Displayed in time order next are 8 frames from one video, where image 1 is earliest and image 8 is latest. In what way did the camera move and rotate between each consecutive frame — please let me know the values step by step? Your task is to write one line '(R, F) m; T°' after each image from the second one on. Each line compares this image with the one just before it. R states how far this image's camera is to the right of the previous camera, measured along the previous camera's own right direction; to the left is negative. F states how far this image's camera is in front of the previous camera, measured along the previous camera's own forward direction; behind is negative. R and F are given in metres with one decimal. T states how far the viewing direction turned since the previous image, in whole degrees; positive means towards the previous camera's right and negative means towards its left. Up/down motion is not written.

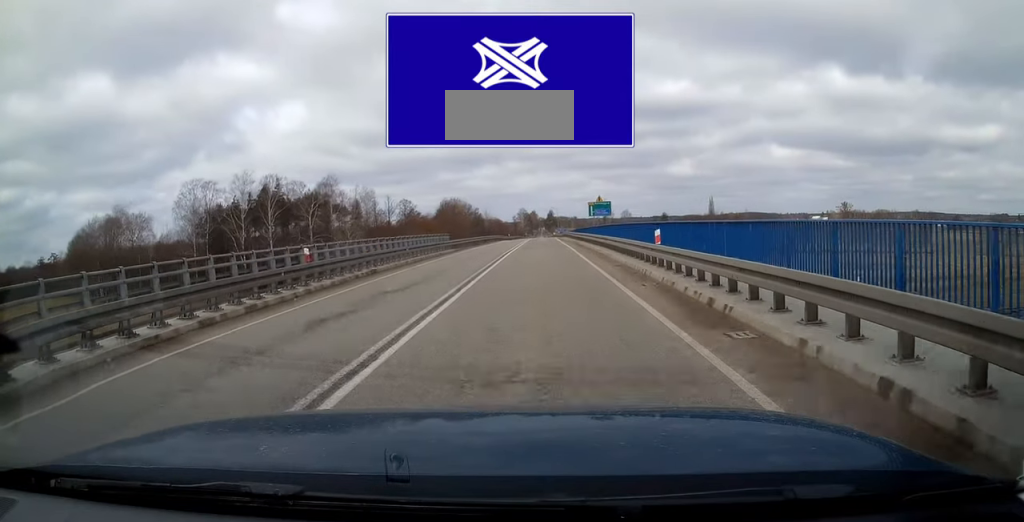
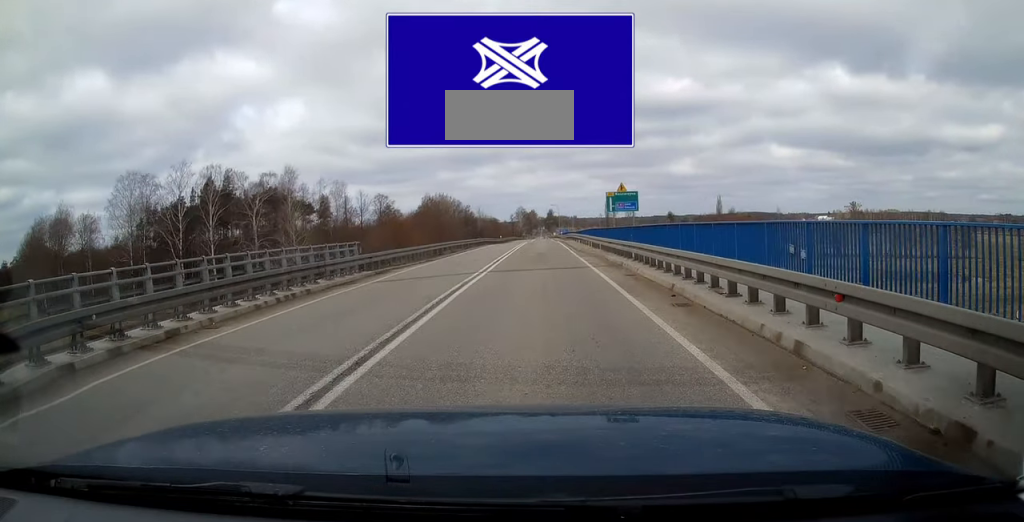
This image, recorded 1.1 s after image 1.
(-0.2, +21.2) m; 0°
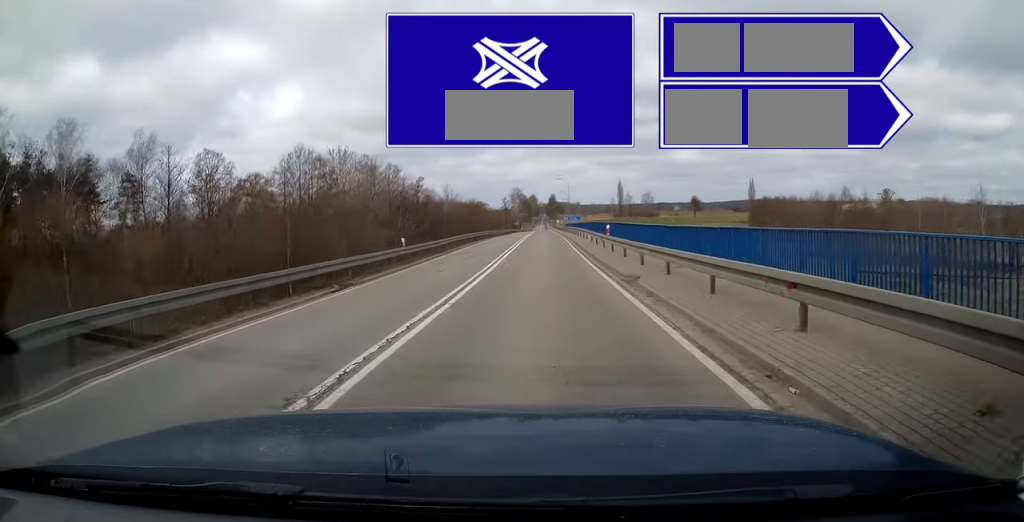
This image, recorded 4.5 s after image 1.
(+0.4, +66.7) m; +1°
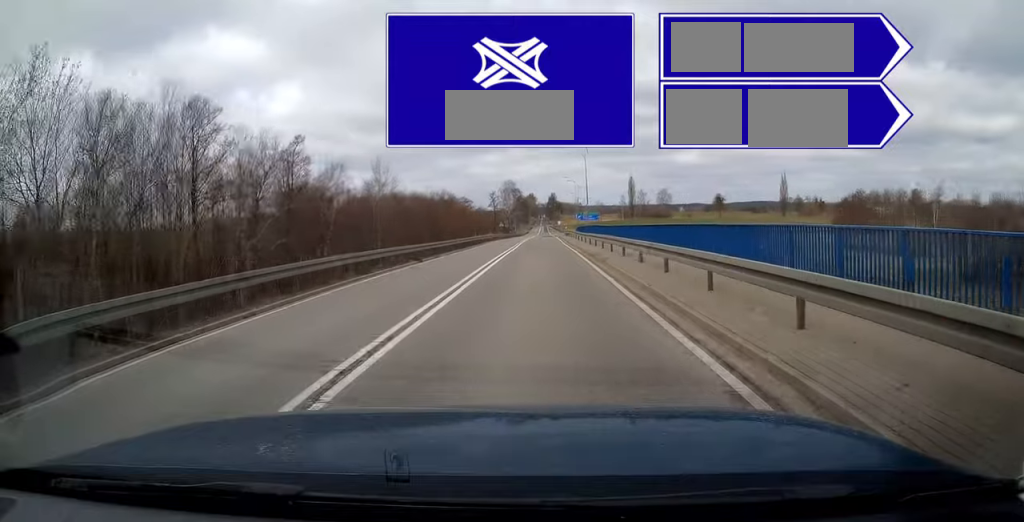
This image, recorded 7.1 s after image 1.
(-0.2, +51.5) m; -1°
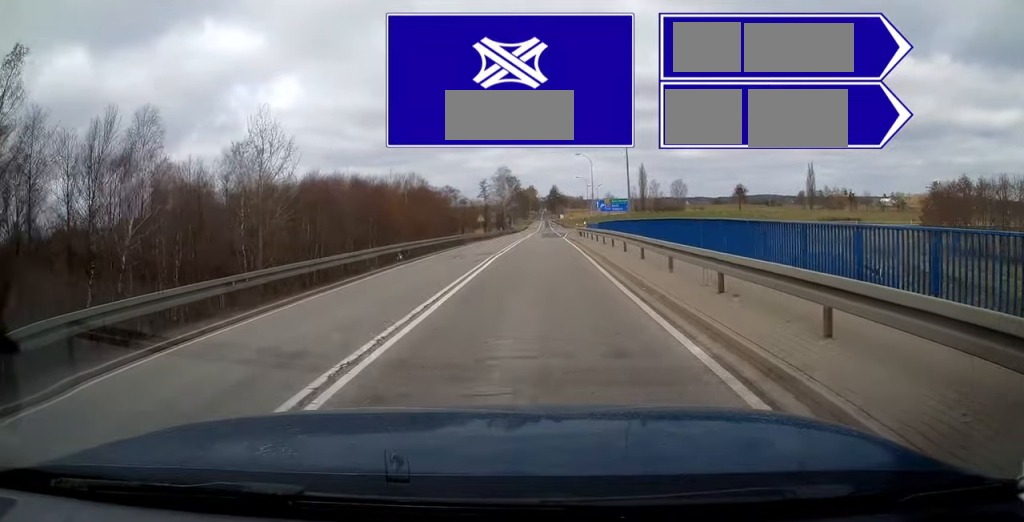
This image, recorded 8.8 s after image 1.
(-0.4, +32.9) m; 0°
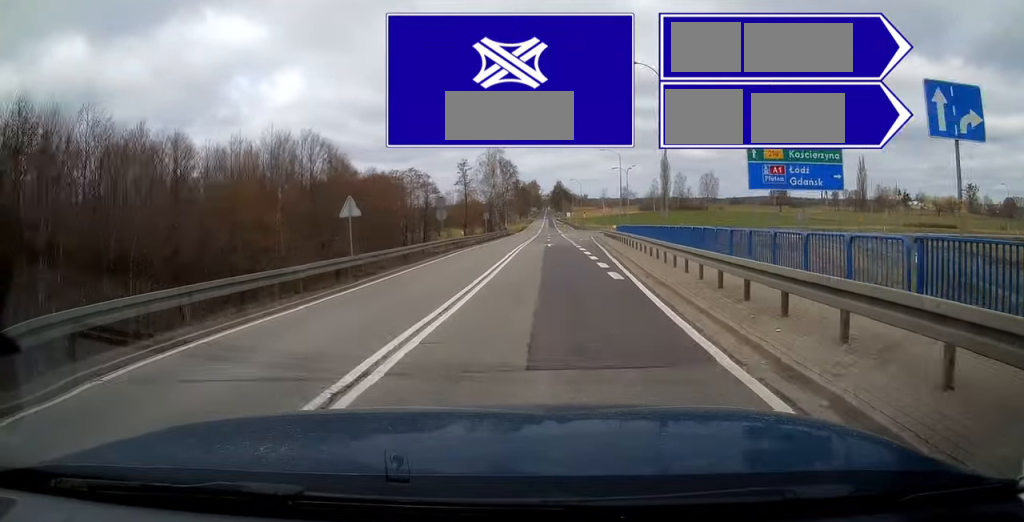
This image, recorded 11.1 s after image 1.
(+0.2, +45.6) m; 0°
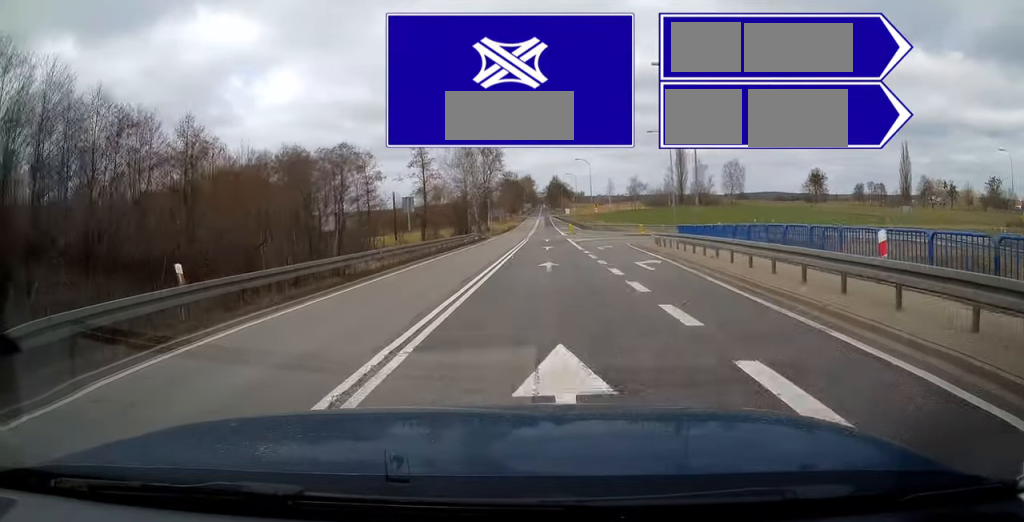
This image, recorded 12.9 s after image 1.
(0.0, +35.8) m; 0°
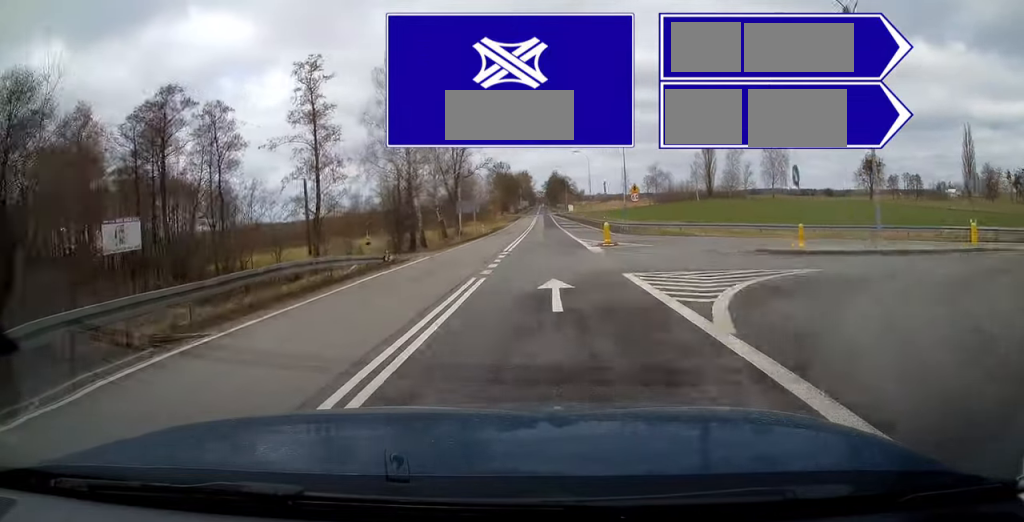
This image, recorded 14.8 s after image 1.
(-0.1, +37.4) m; 0°
